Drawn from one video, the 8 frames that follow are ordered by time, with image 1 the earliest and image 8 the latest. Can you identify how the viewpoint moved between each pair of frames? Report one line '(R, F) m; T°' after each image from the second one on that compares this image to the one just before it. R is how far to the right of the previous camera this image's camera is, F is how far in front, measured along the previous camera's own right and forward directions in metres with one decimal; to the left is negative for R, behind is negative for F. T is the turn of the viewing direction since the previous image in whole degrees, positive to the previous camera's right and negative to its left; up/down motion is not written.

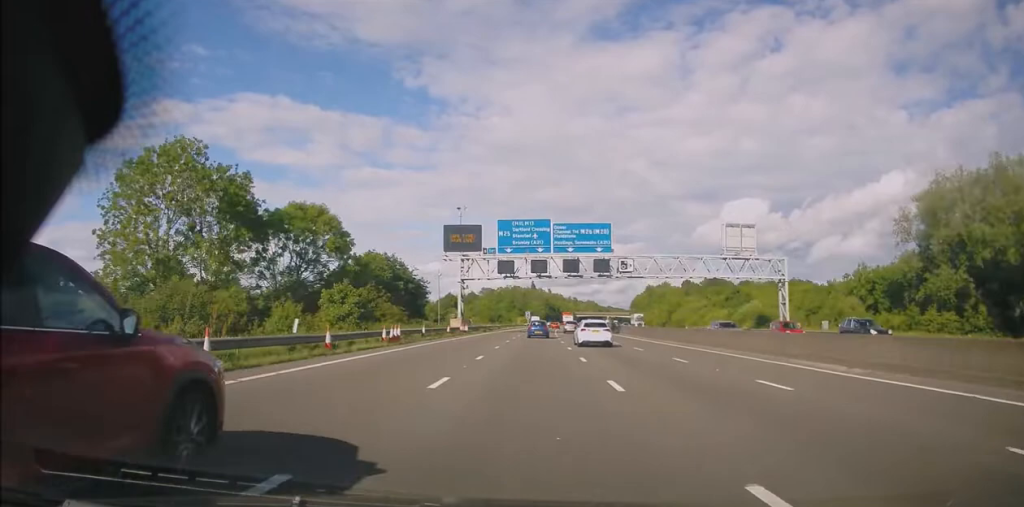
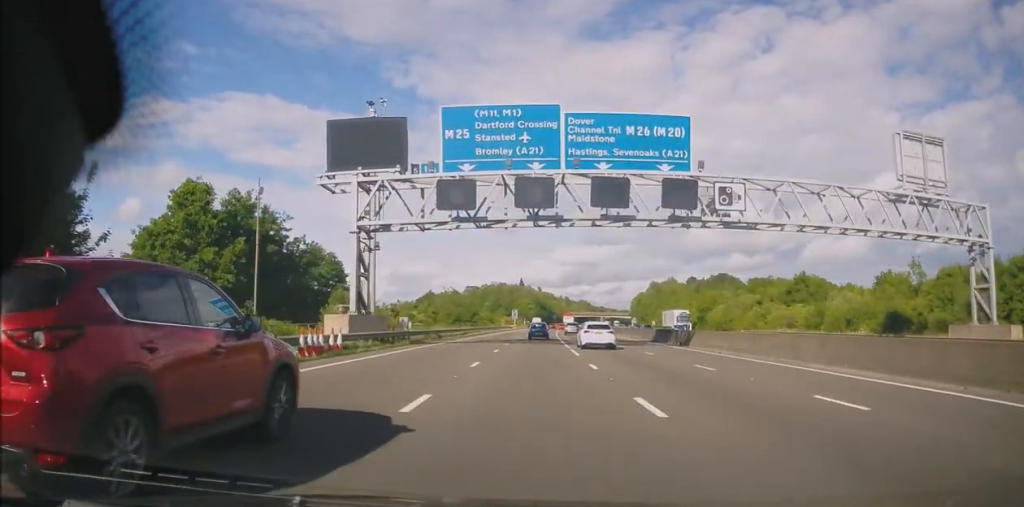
(+0.6, +38.0) m; +2°
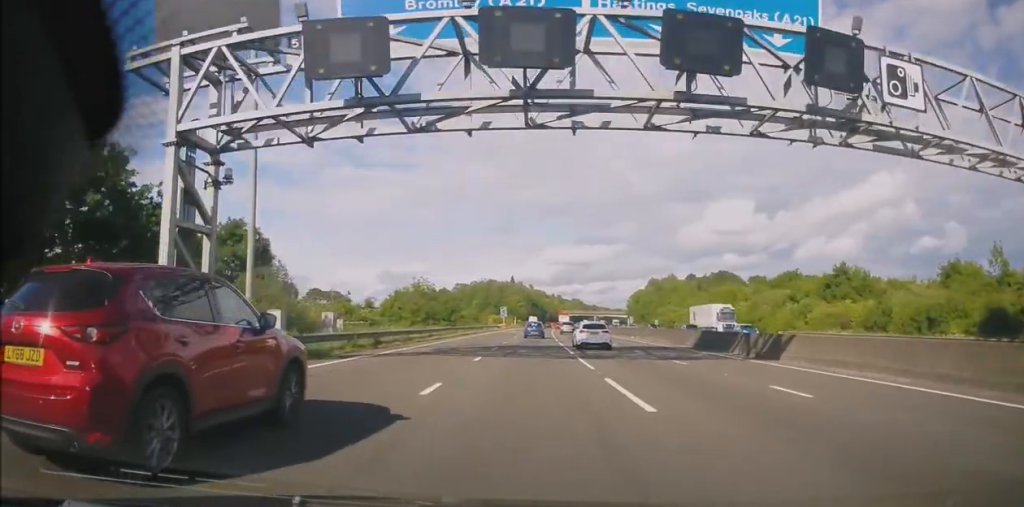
(+0.2, +16.0) m; +1°
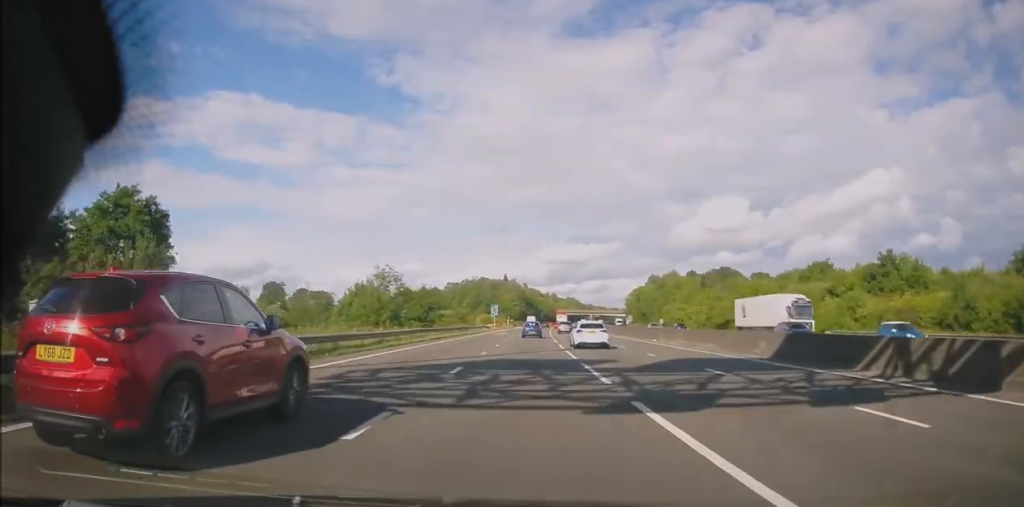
(0.0, +13.2) m; 0°
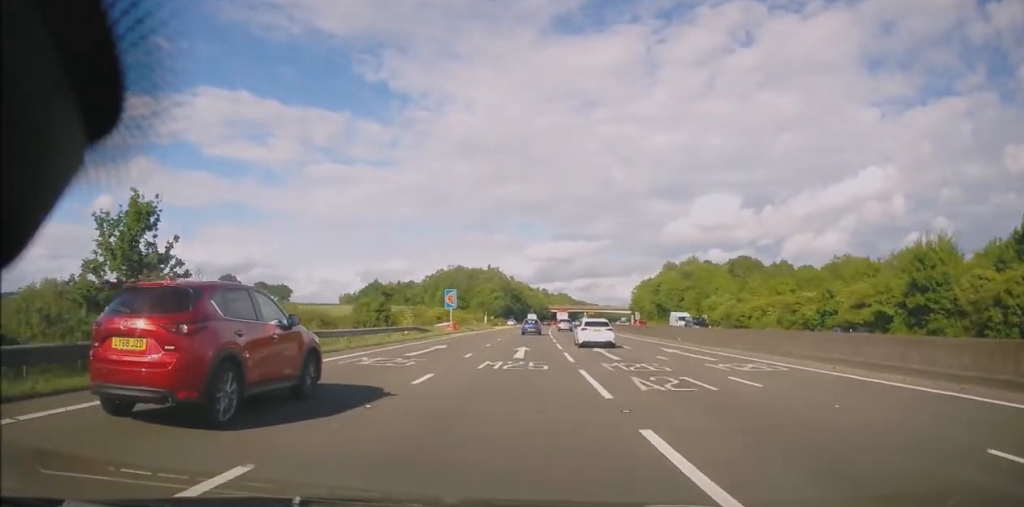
(+0.3, +48.0) m; +1°
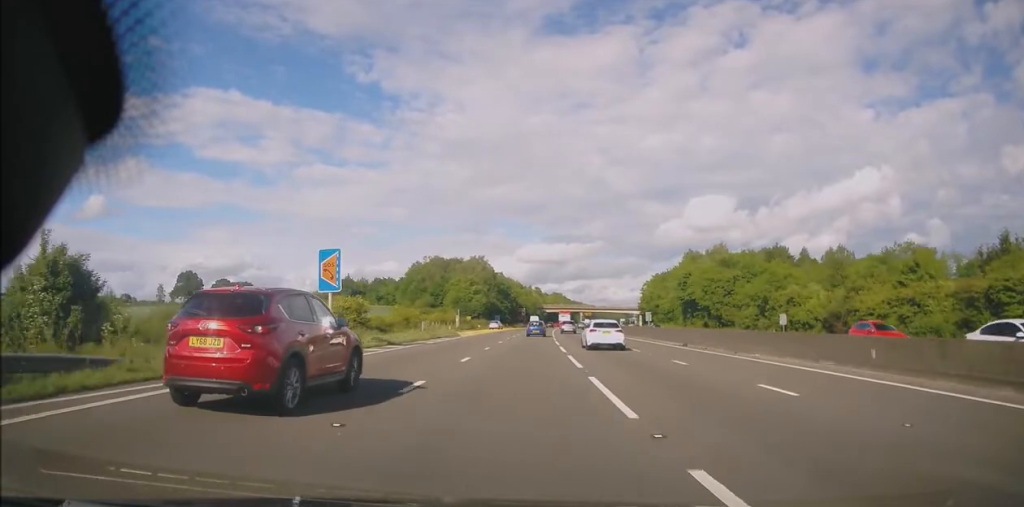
(+0.5, +37.2) m; +1°
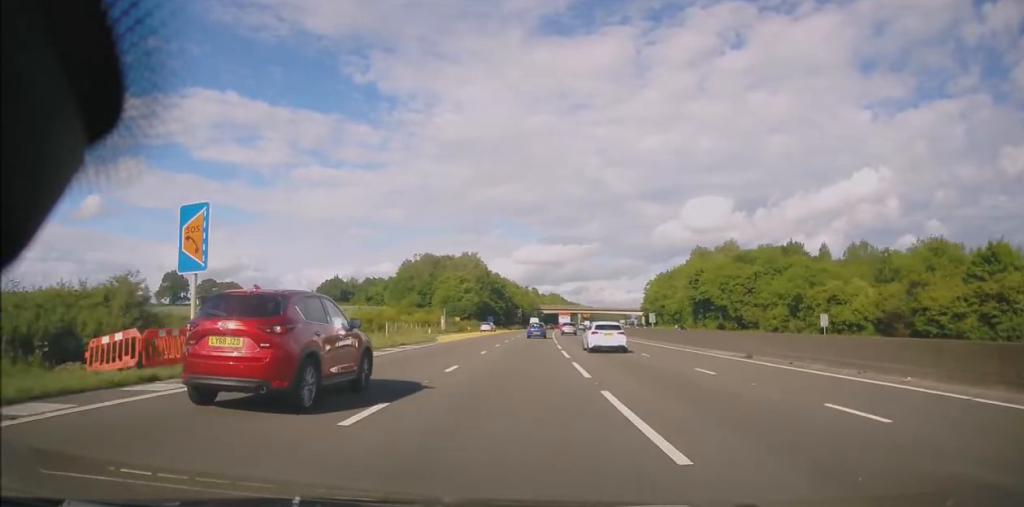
(0.0, +11.5) m; 0°
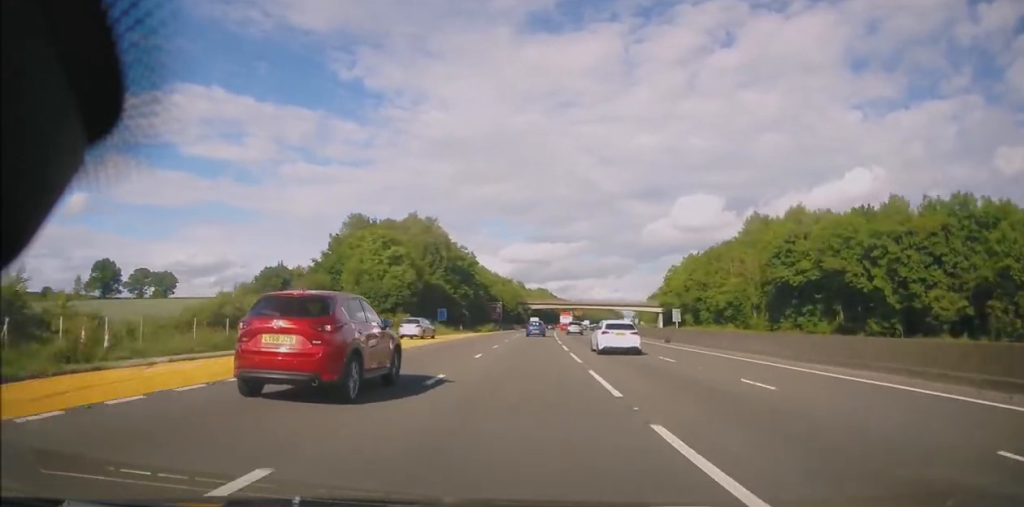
(+0.2, +48.3) m; +1°
